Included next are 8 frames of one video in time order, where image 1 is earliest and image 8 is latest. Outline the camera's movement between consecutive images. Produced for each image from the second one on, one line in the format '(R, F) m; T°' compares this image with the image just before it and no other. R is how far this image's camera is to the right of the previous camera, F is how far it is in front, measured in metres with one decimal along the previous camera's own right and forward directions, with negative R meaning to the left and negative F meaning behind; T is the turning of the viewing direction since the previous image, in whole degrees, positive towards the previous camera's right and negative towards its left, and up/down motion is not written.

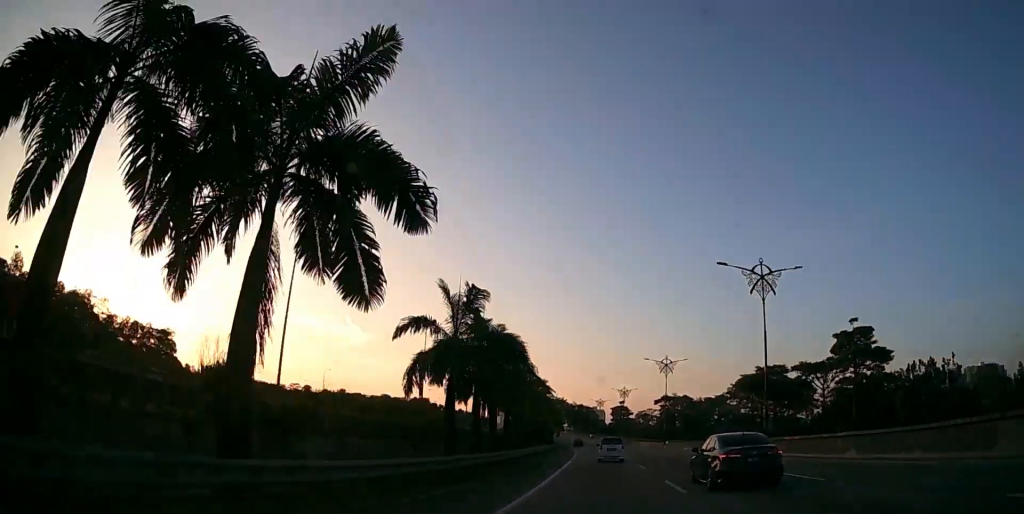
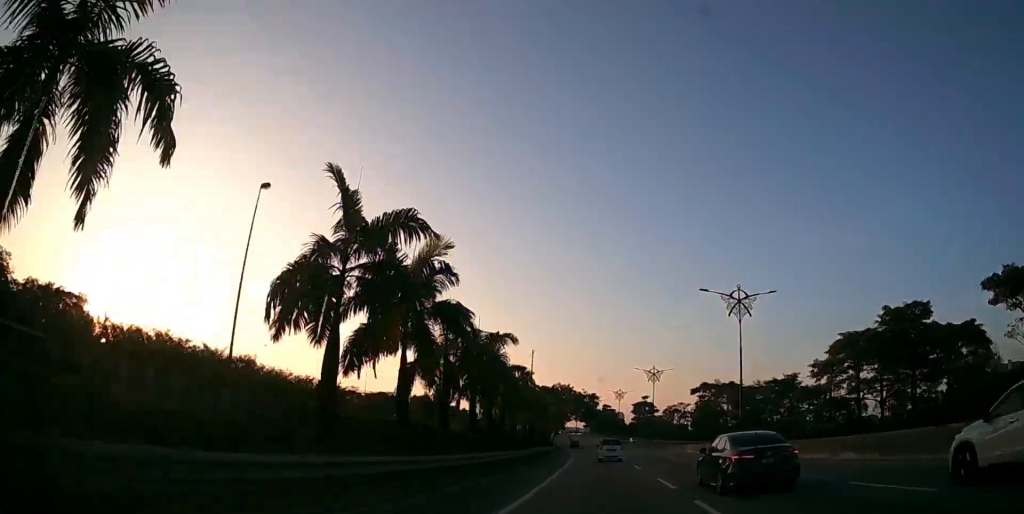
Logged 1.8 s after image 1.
(-0.5, +36.9) m; -2°
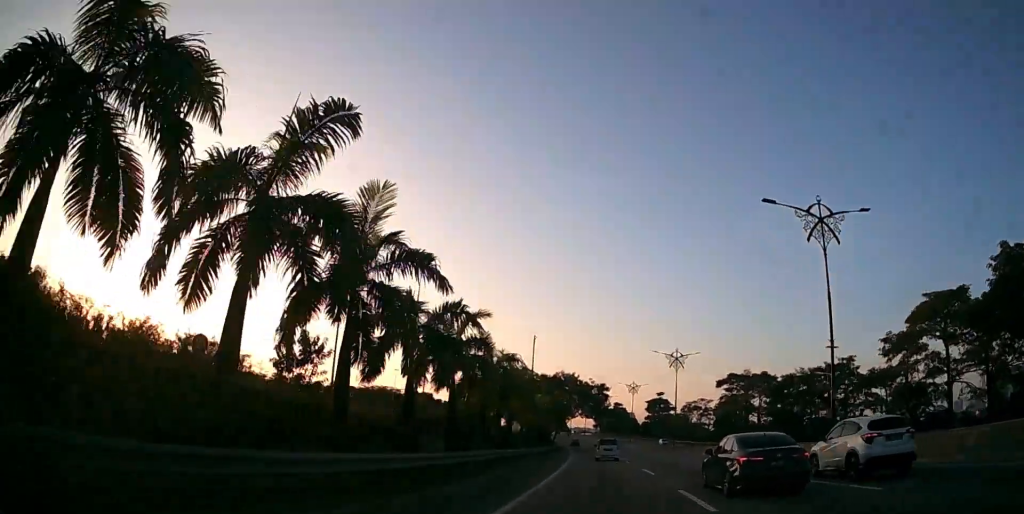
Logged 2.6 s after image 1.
(-0.1, +15.7) m; -1°
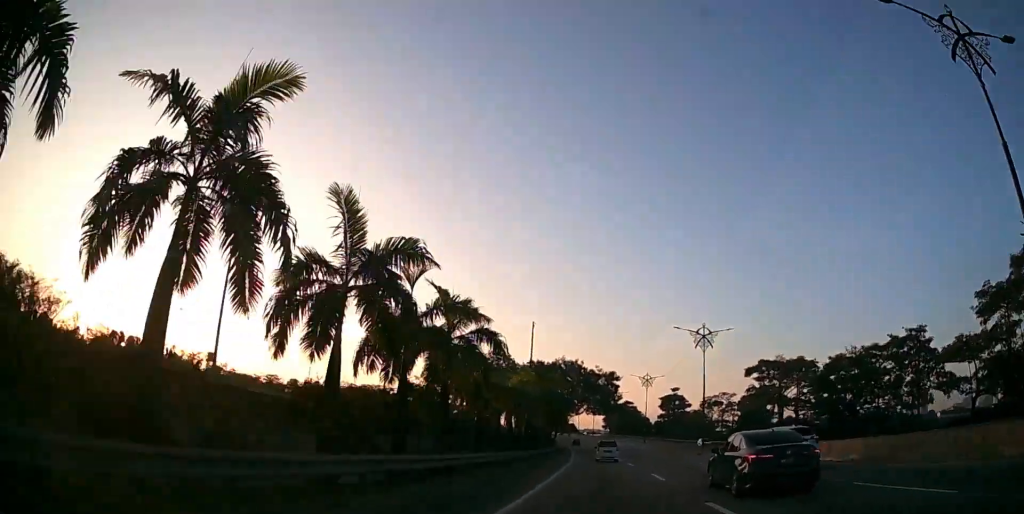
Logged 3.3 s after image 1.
(-0.1, +15.0) m; -1°
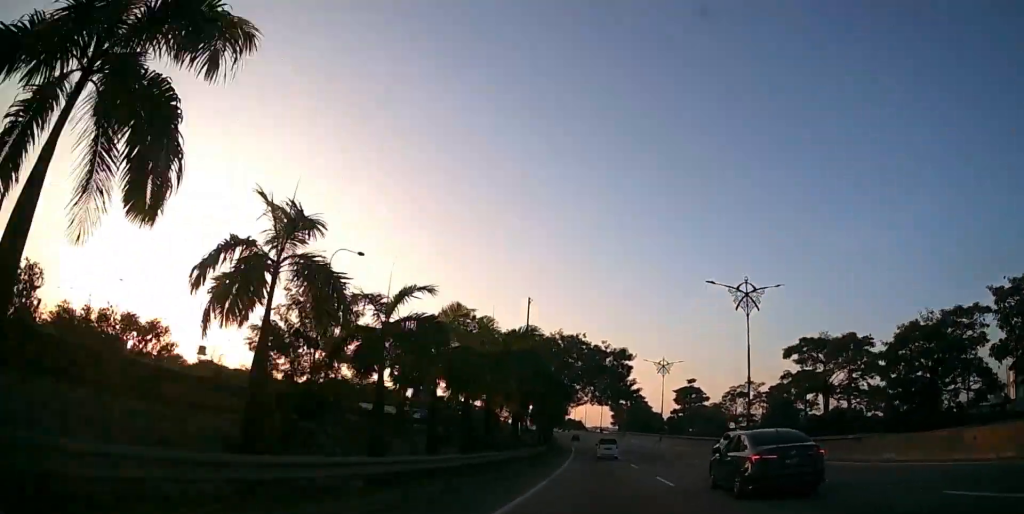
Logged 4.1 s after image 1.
(-0.1, +15.0) m; -1°
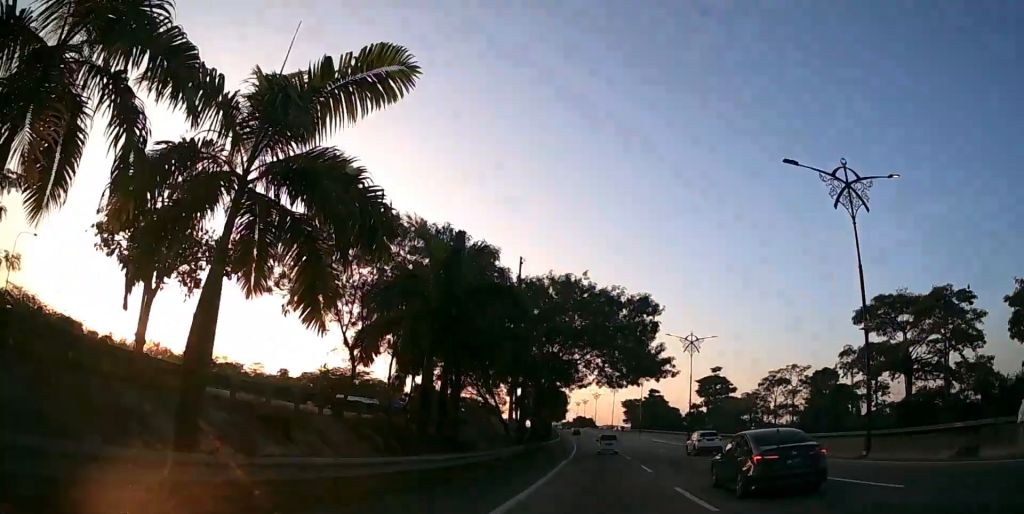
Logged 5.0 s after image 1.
(-0.2, +18.6) m; -1°
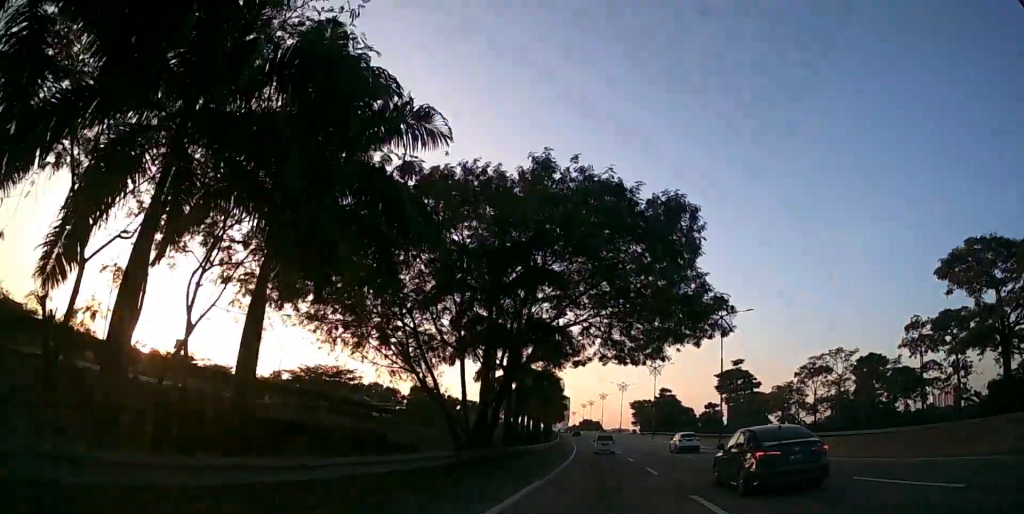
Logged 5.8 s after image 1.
(-0.1, +14.1) m; -1°
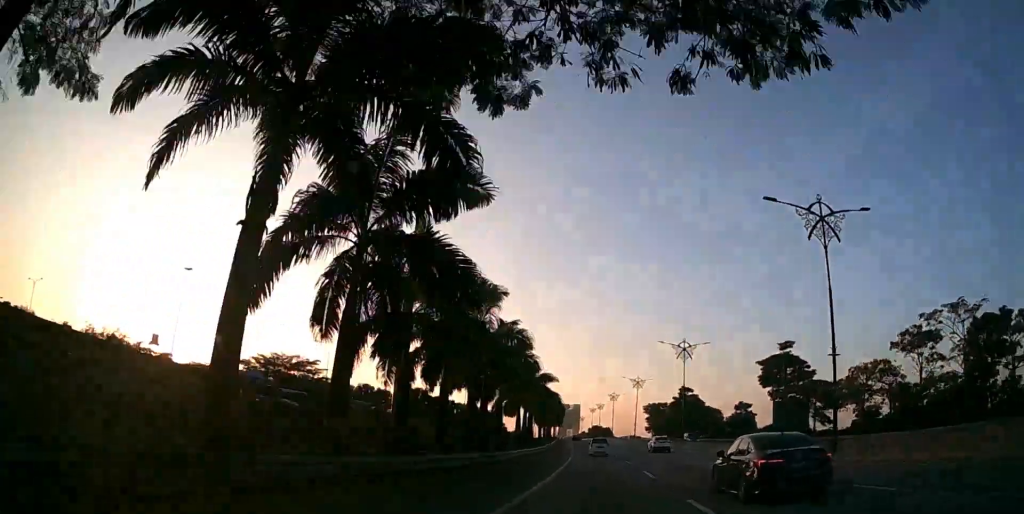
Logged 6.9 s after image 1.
(-0.2, +23.4) m; -1°
